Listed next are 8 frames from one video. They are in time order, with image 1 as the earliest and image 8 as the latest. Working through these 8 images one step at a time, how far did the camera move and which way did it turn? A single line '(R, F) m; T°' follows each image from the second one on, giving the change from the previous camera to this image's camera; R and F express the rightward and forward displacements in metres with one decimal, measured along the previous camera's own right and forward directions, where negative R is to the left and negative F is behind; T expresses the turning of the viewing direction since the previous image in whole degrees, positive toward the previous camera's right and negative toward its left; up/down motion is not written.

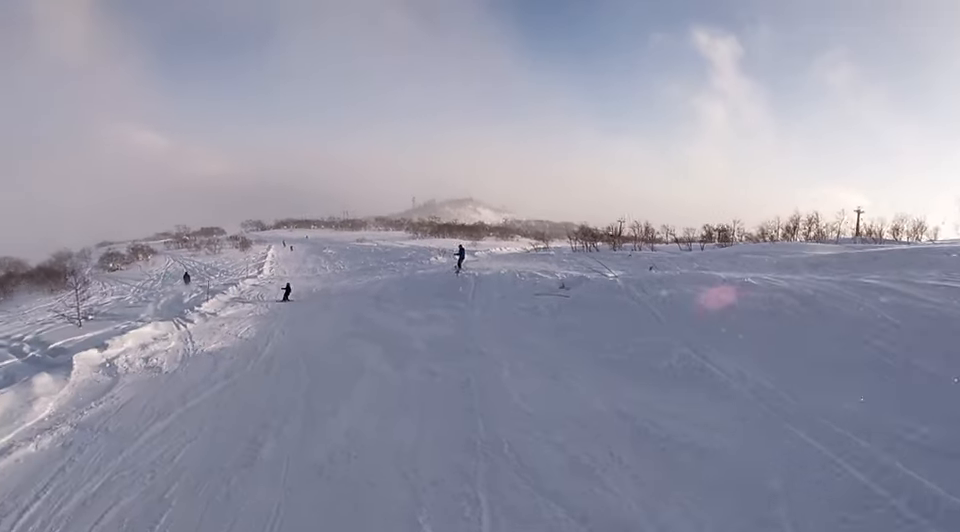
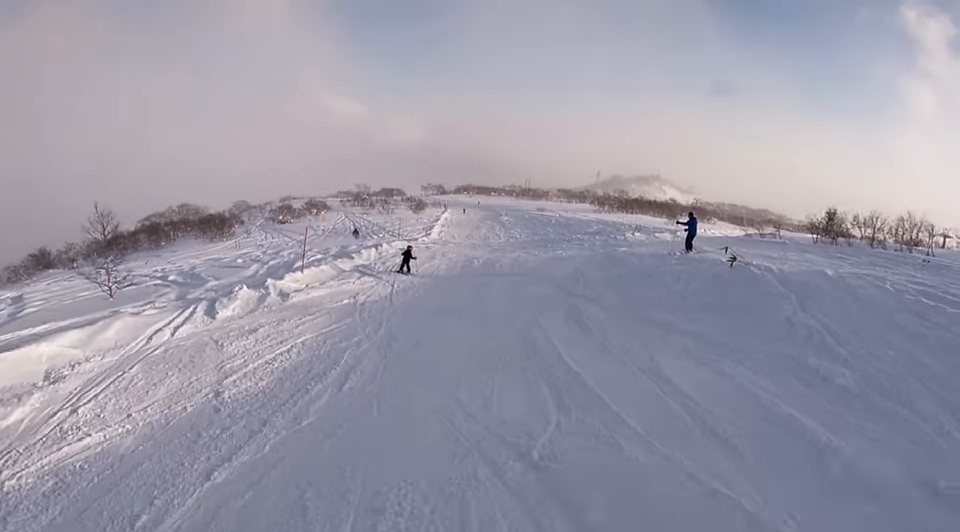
(-1.5, +10.0) m; -13°
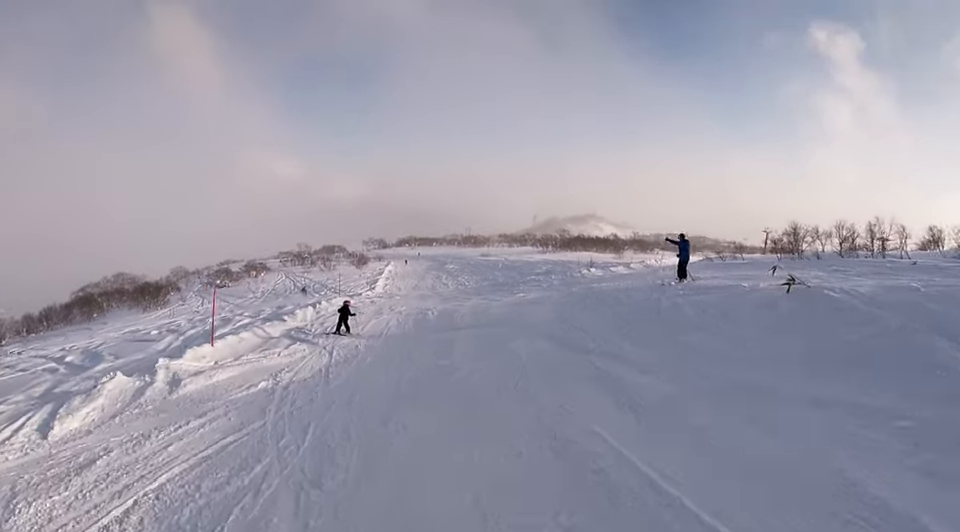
(-0.4, +3.1) m; 0°
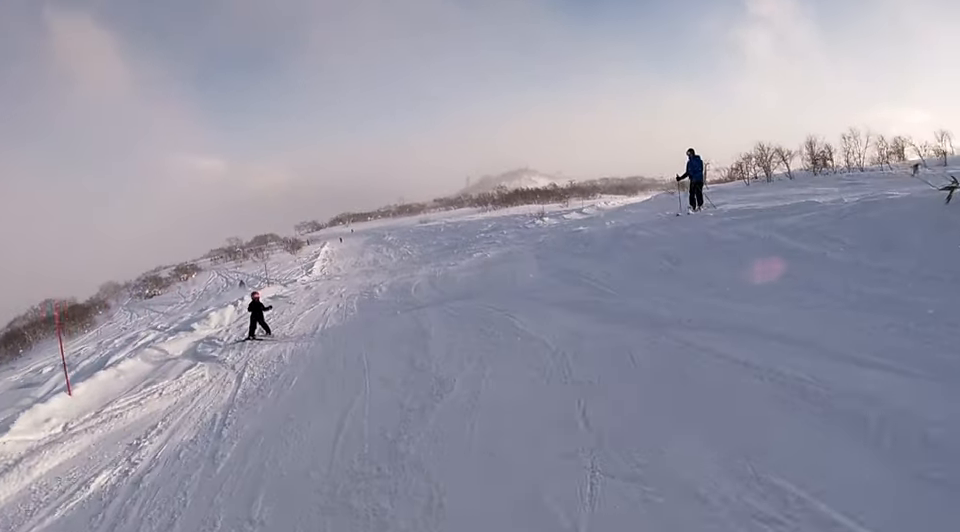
(-0.1, +3.5) m; +1°
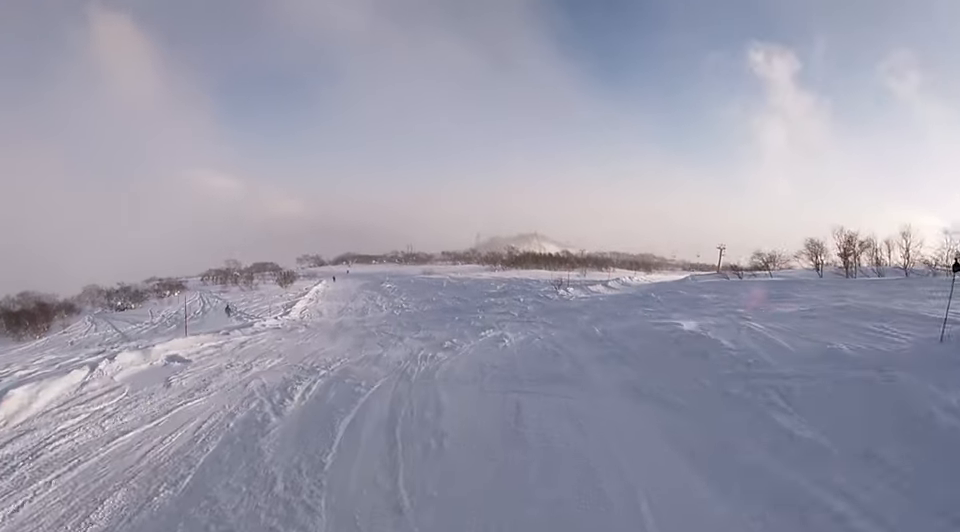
(+0.8, +8.6) m; +4°
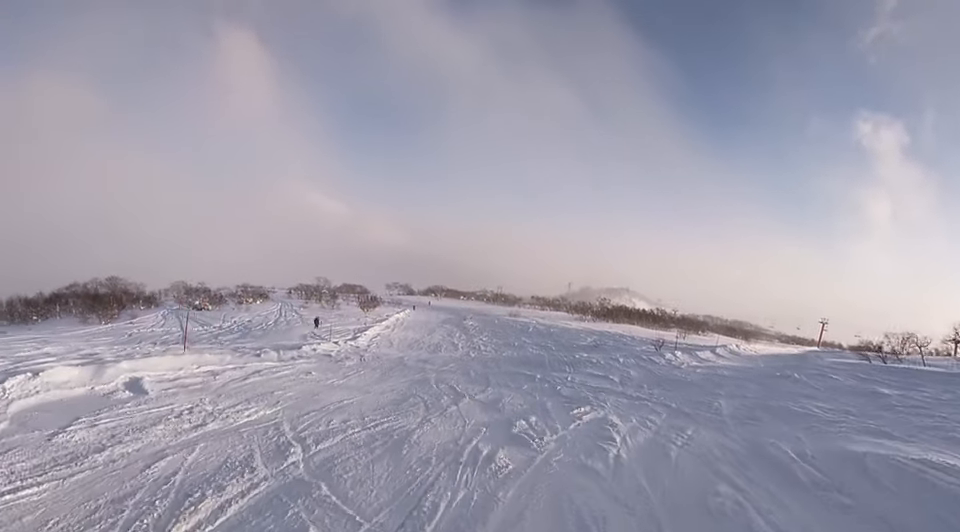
(+0.1, +6.0) m; -4°
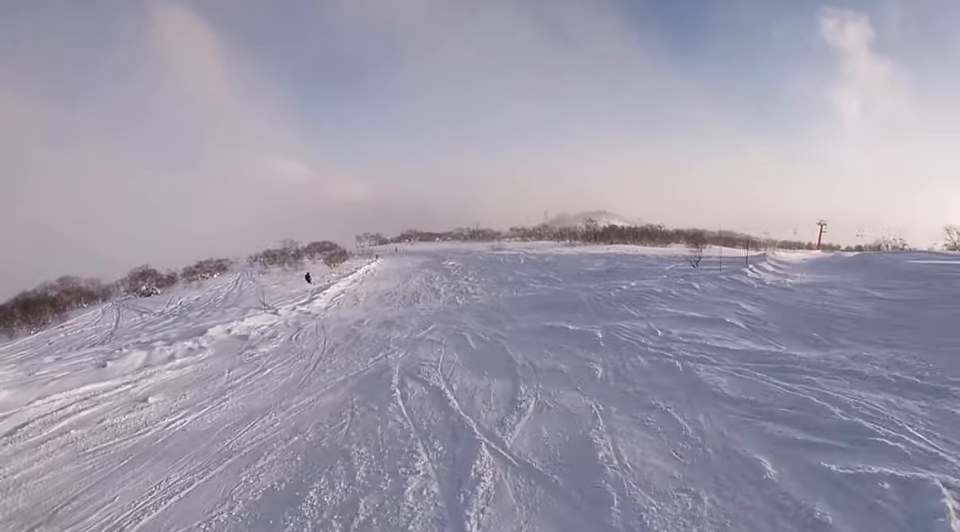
(-0.6, +9.4) m; 0°
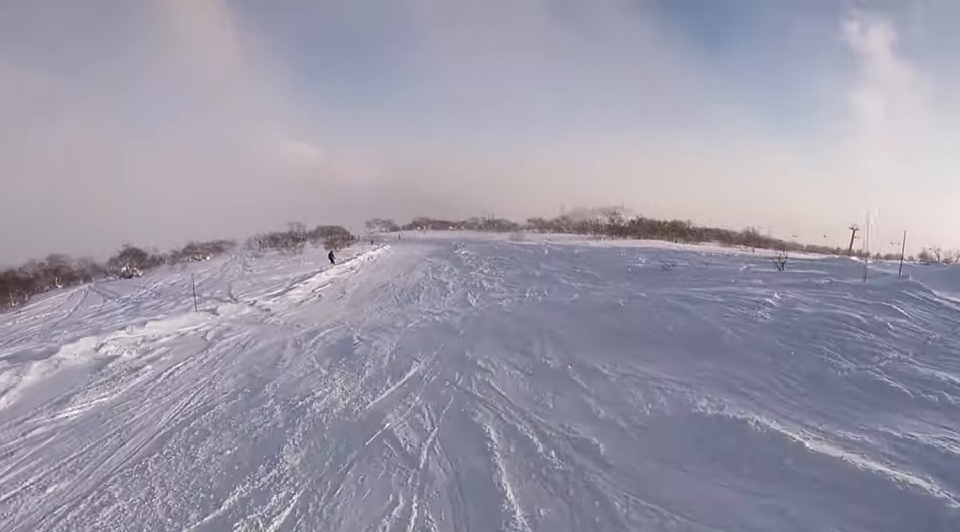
(+0.6, +7.7) m; -1°
